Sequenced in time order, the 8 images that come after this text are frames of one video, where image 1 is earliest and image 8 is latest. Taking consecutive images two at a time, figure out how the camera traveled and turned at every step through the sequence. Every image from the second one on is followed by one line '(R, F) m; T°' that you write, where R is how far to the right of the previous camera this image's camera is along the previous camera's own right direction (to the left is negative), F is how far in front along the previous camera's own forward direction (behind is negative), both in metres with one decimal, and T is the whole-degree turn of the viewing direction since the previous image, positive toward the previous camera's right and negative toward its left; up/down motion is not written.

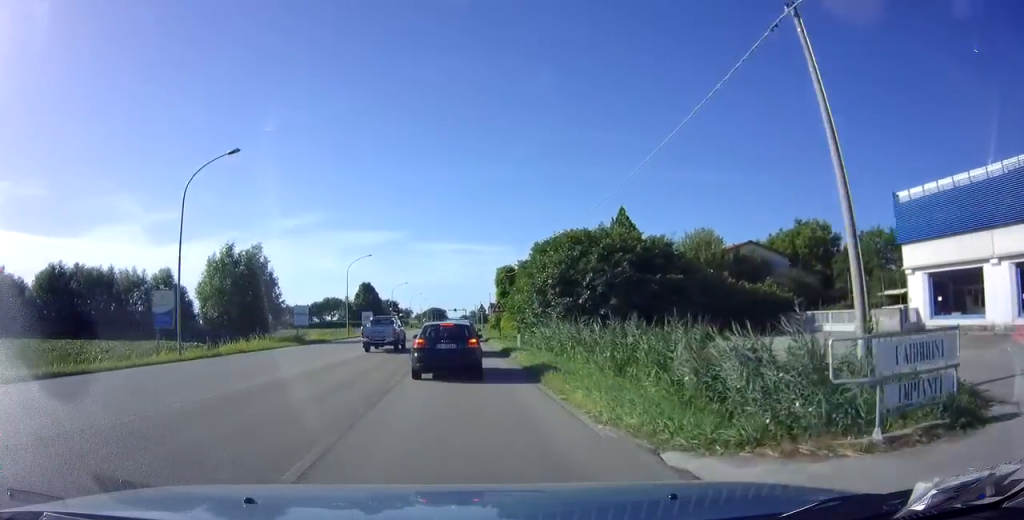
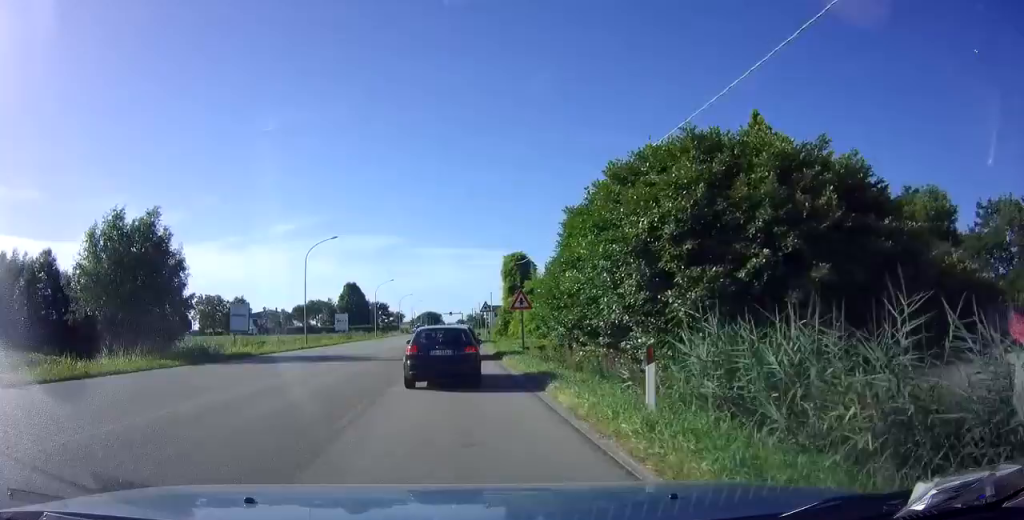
(+0.1, +17.8) m; +1°
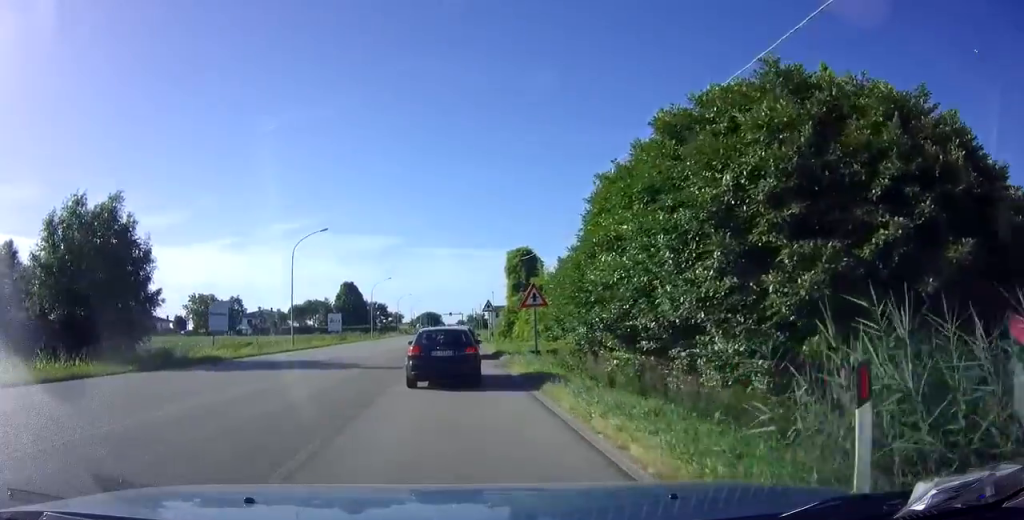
(0.0, +4.2) m; 0°
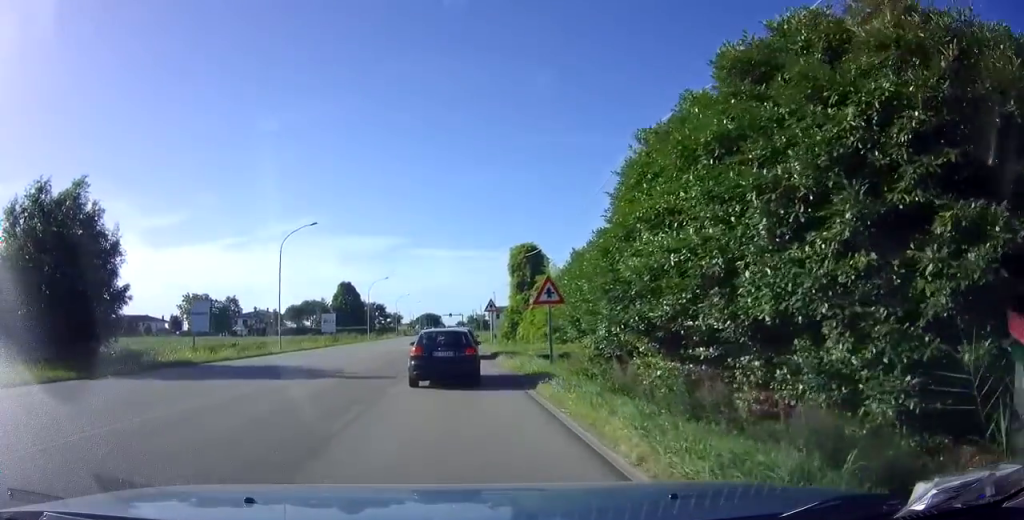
(0.0, +3.3) m; 0°
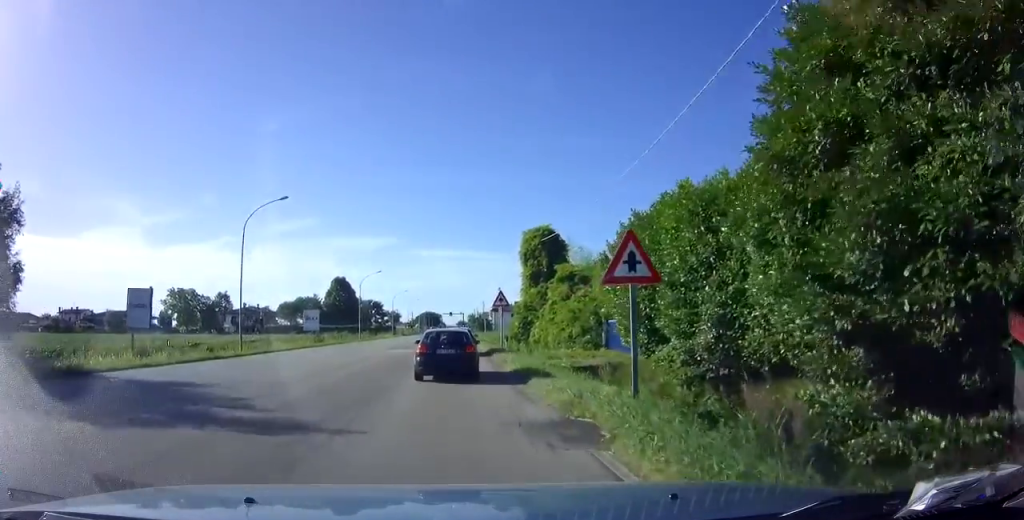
(0.0, +7.9) m; +1°
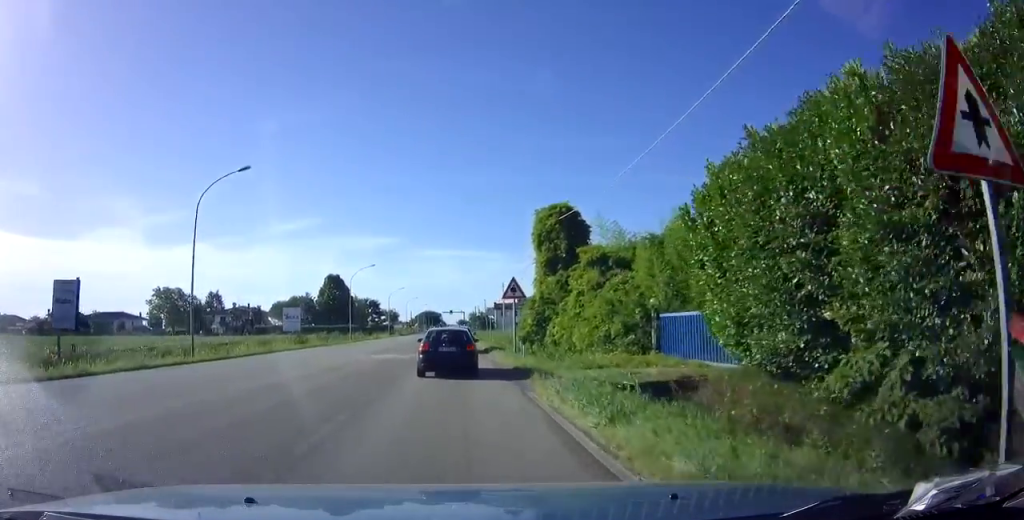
(0.0, +6.6) m; 0°
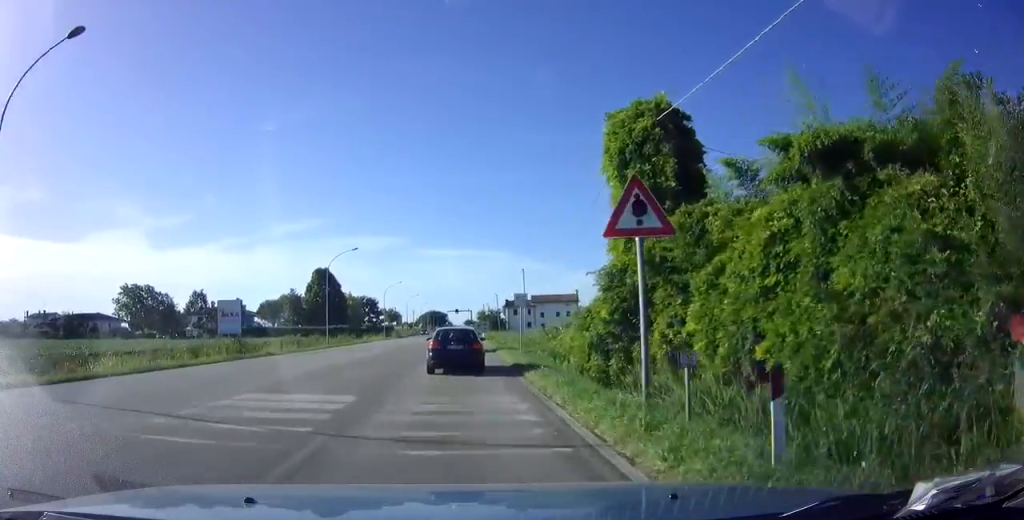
(0.0, +15.4) m; 0°
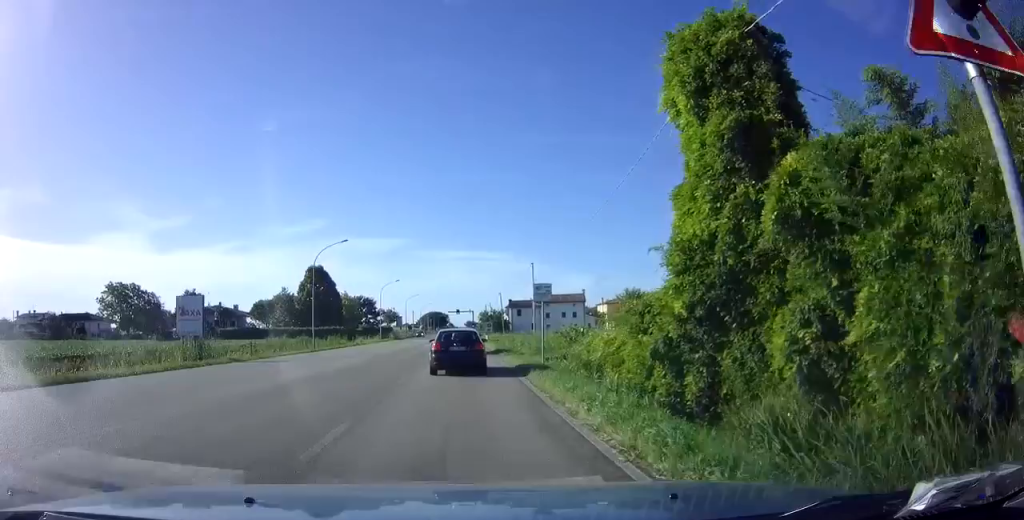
(0.0, +5.8) m; 0°
